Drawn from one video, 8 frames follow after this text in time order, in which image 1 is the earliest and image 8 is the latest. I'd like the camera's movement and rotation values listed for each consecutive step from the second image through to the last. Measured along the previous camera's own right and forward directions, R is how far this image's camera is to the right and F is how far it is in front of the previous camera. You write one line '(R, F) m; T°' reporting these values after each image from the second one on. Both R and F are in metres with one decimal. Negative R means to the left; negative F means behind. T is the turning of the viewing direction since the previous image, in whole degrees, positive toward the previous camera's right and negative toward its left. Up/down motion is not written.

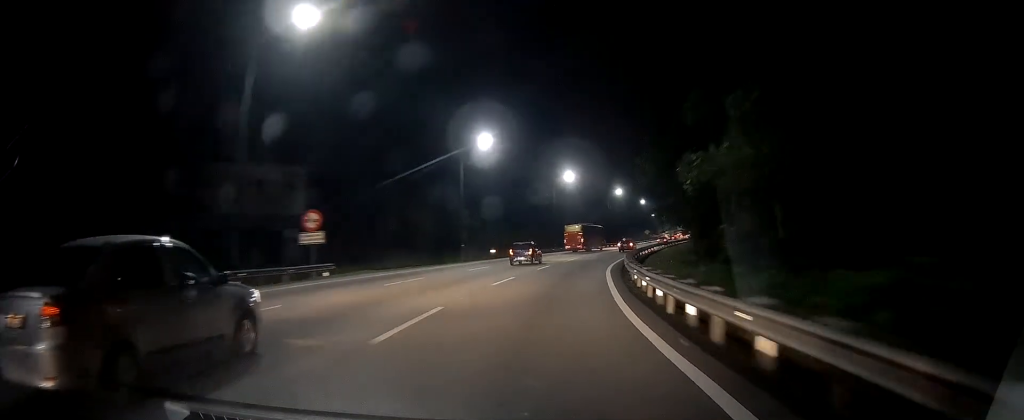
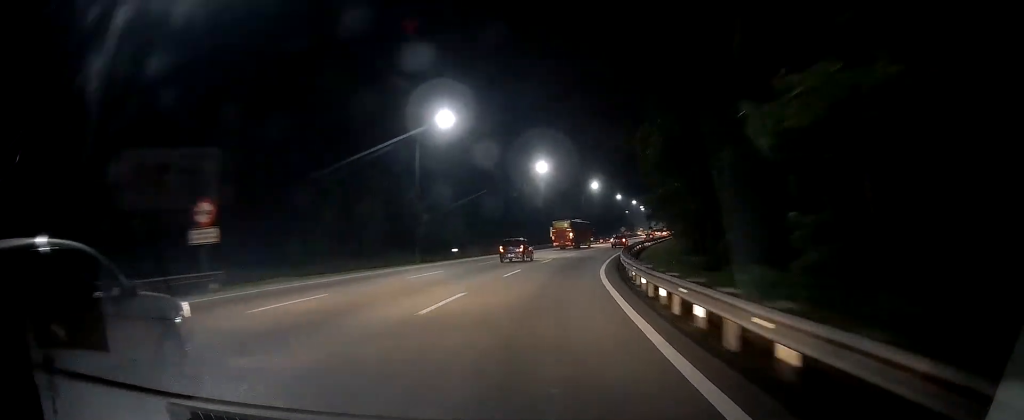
(+0.2, +9.0) m; +2°
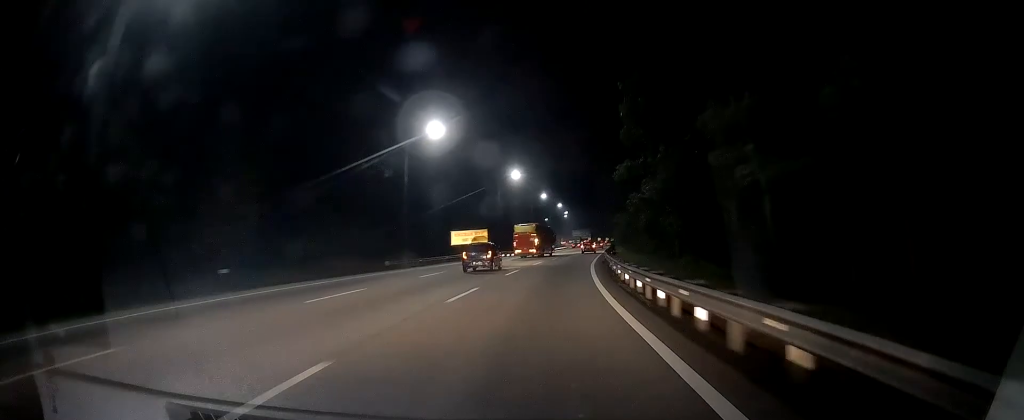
(+2.1, +32.9) m; +7°
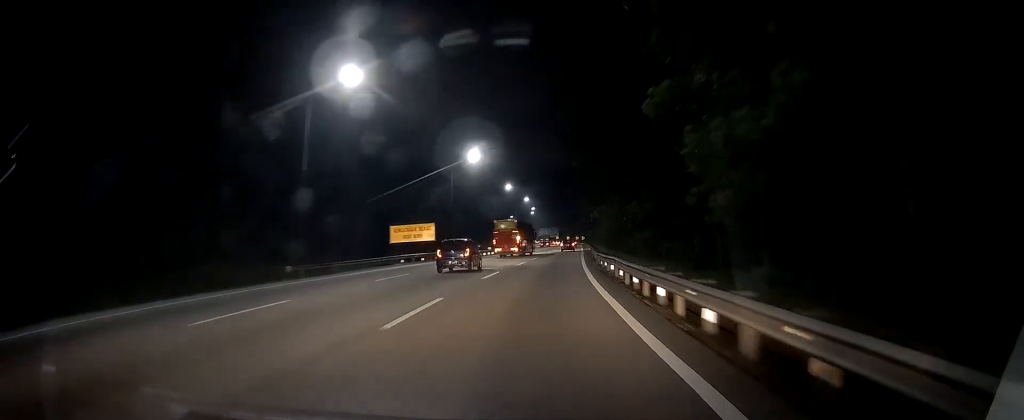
(+0.6, +17.0) m; +2°
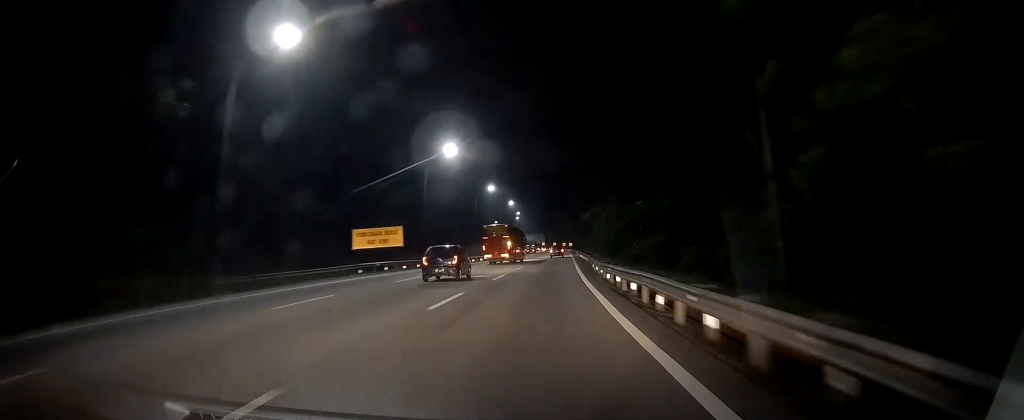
(0.0, +8.6) m; +1°
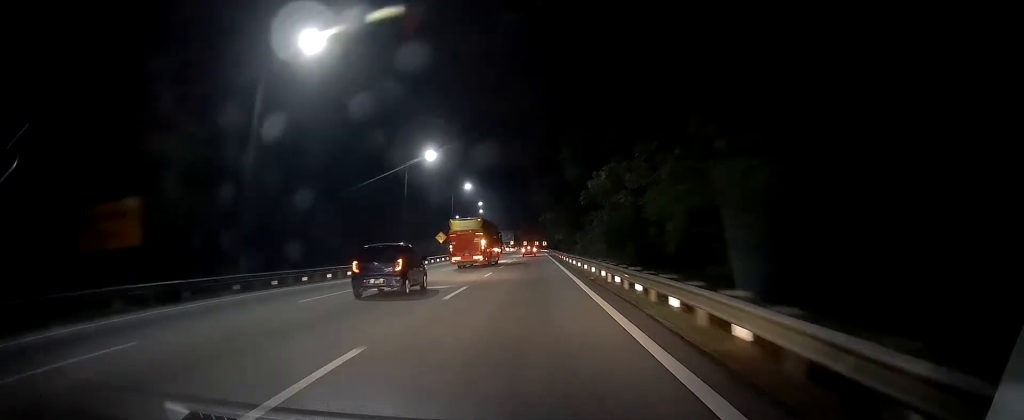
(+1.2, +33.0) m; +6°
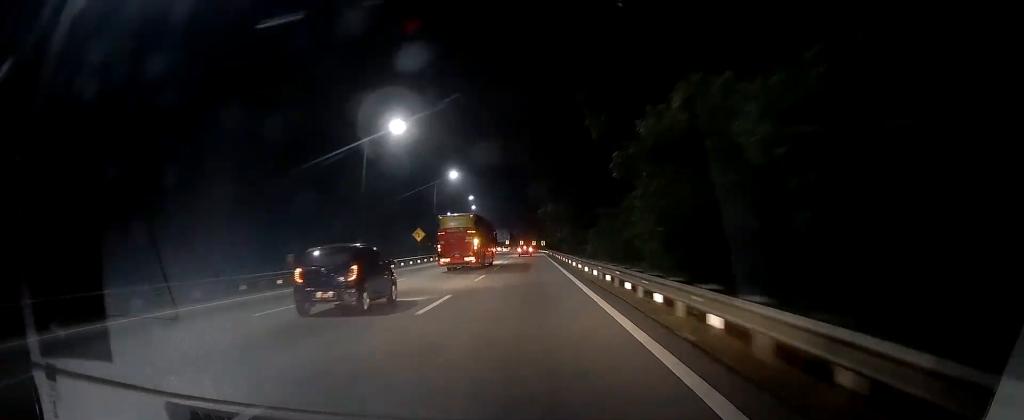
(+0.5, +15.3) m; +2°
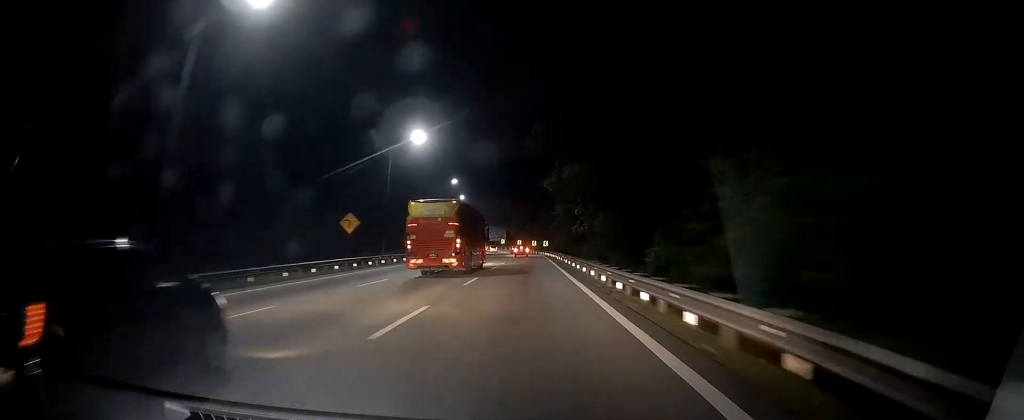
(+0.3, +27.7) m; -1°
